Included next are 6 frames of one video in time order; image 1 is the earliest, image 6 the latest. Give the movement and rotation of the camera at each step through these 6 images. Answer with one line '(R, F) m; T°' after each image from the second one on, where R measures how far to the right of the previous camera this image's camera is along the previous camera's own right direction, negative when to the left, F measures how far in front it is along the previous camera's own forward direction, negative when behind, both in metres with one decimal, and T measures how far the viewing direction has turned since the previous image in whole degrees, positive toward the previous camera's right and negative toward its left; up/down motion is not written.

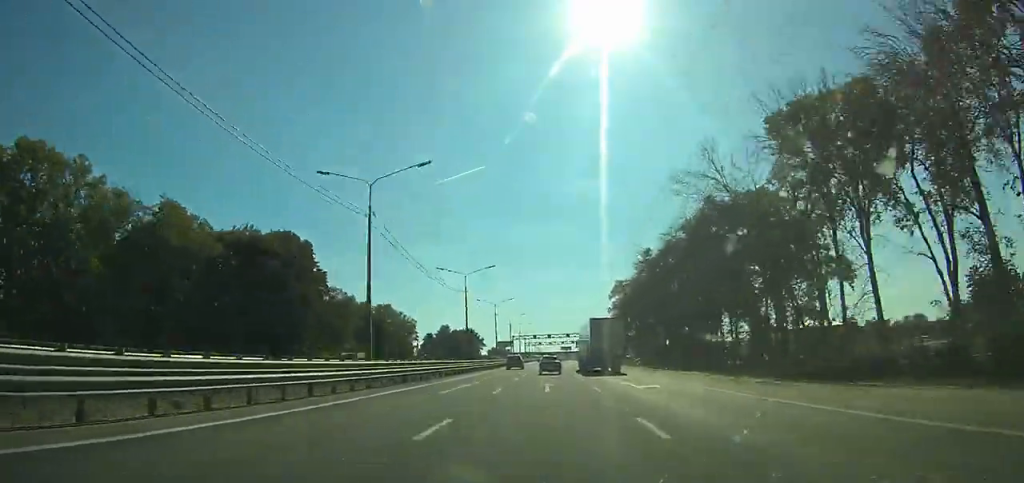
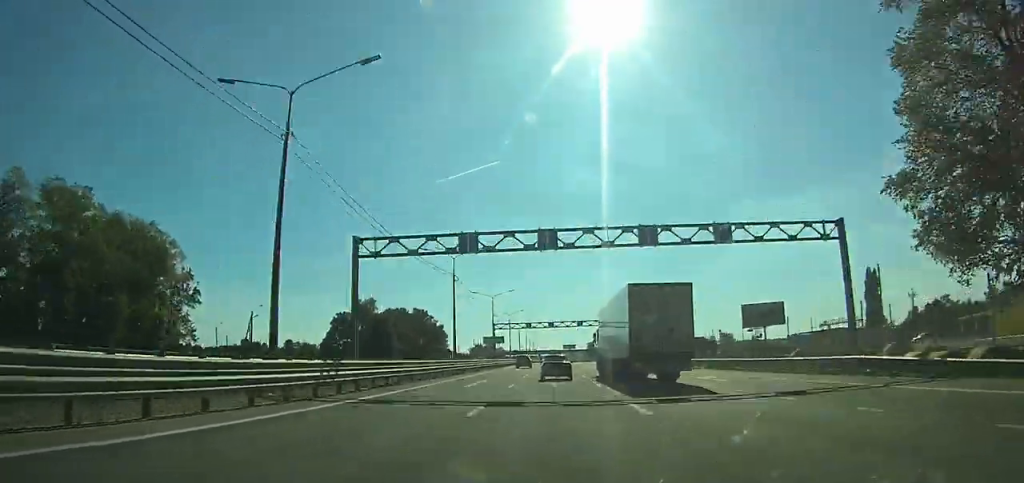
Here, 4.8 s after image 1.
(+0.1, +114.6) m; 0°
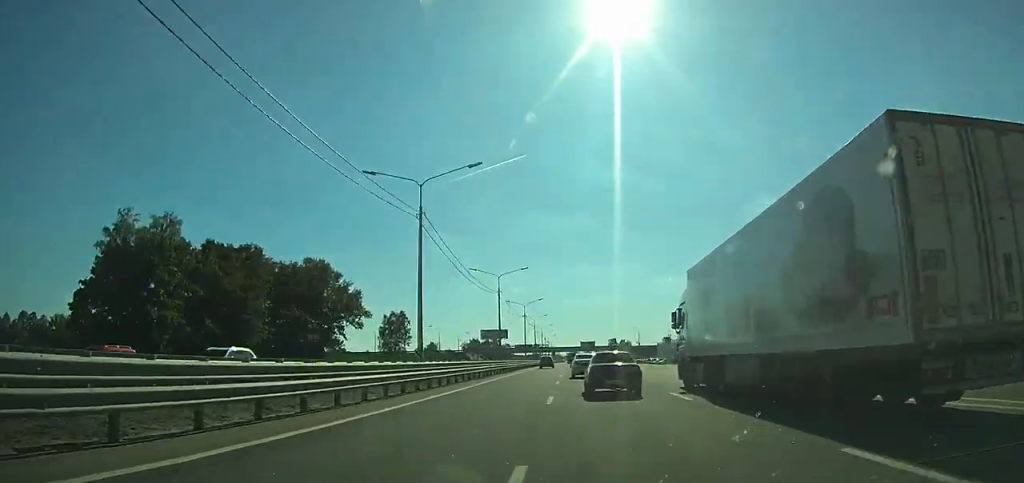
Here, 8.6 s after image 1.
(-0.9, +93.7) m; -1°
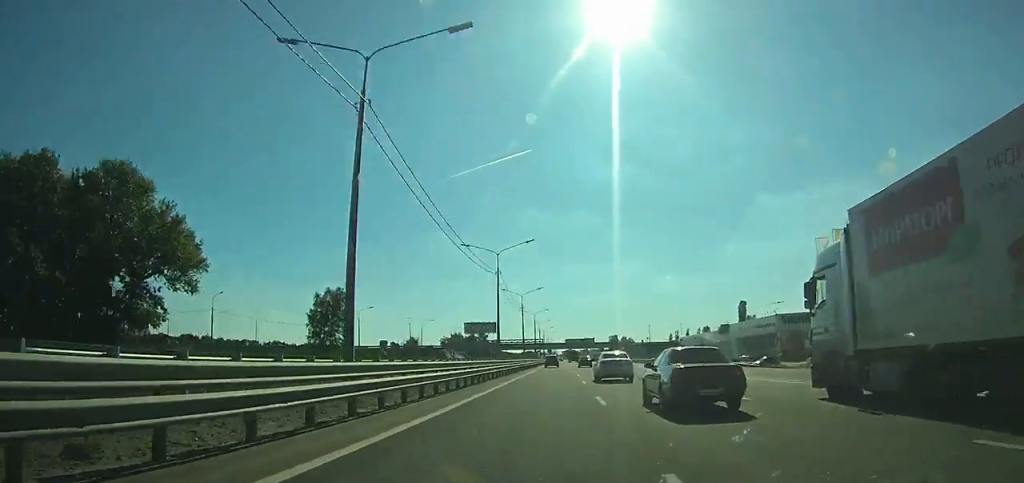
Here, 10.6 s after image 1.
(-0.2, +47.9) m; 0°
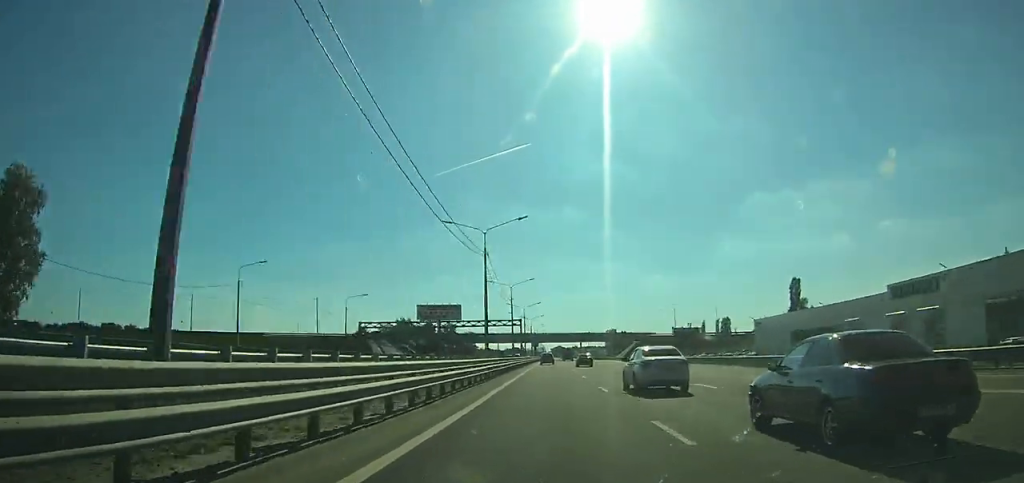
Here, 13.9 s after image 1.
(+0.4, +76.2) m; +1°
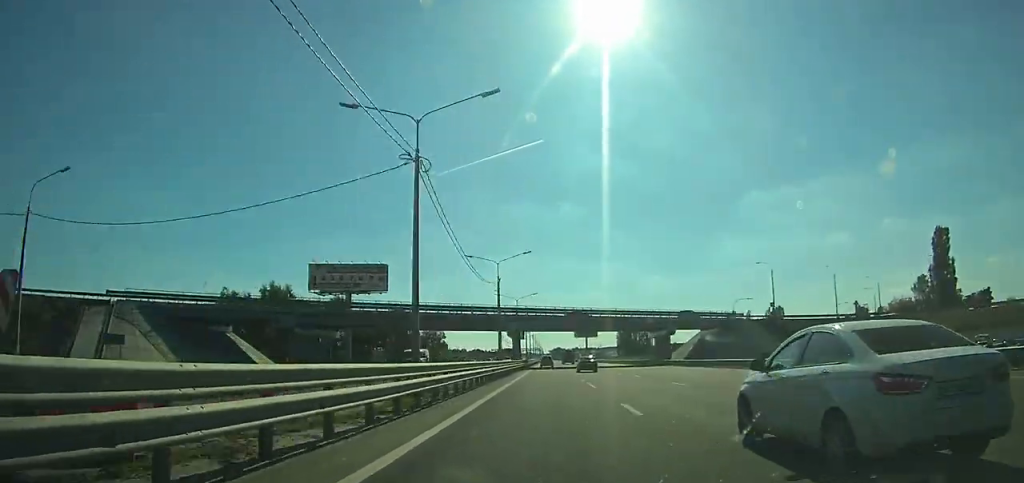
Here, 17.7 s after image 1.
(+0.4, +89.1) m; 0°
